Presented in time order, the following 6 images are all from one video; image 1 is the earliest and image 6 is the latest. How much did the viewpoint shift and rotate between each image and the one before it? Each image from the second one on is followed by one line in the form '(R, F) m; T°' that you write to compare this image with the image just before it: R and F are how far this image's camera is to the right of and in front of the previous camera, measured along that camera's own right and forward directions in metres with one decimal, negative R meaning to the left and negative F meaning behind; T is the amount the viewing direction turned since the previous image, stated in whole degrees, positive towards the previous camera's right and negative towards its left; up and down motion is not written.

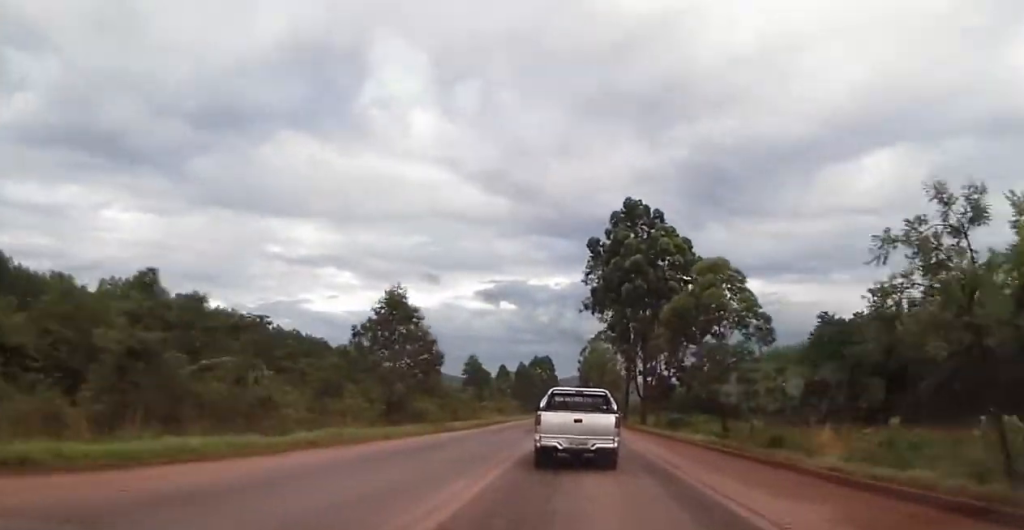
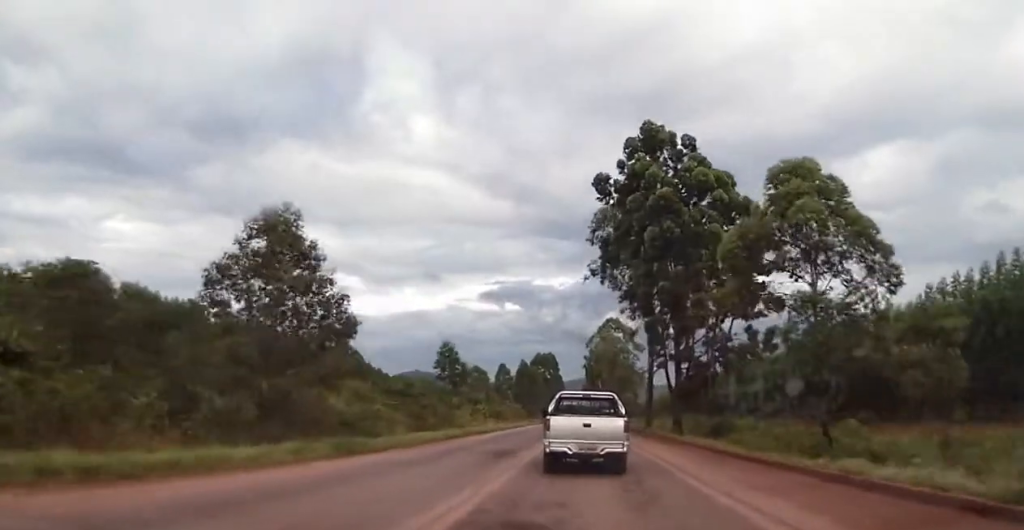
(+0.2, +16.8) m; +2°
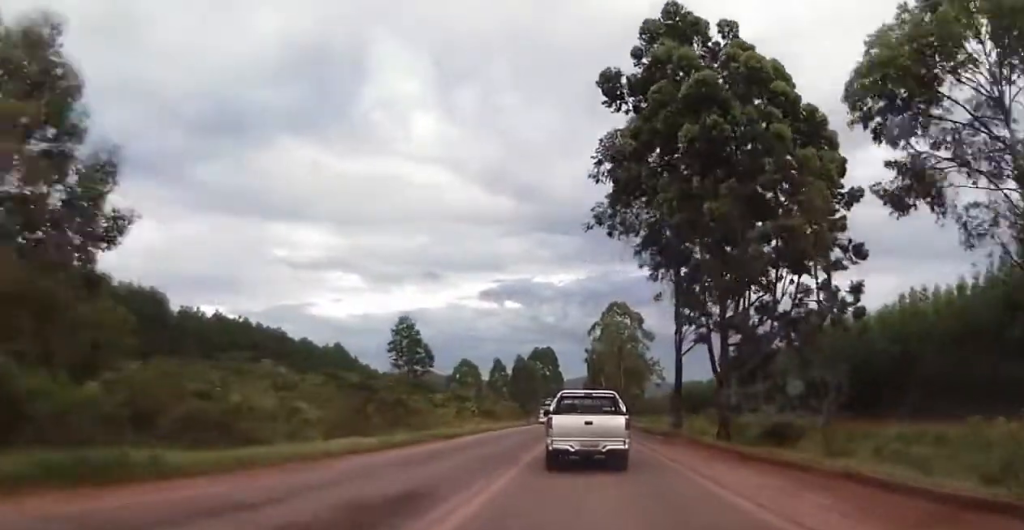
(+0.3, +14.0) m; 0°
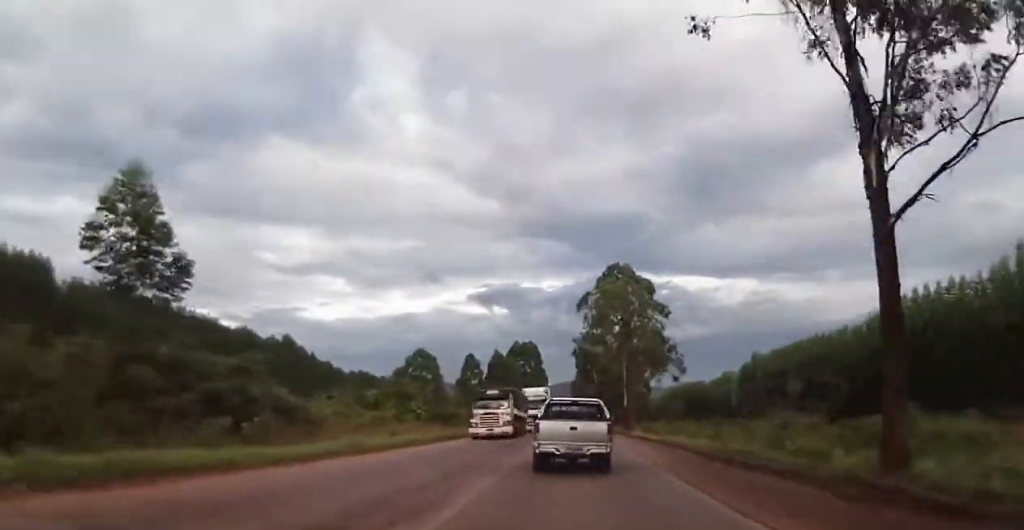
(-1.0, +27.6) m; -2°
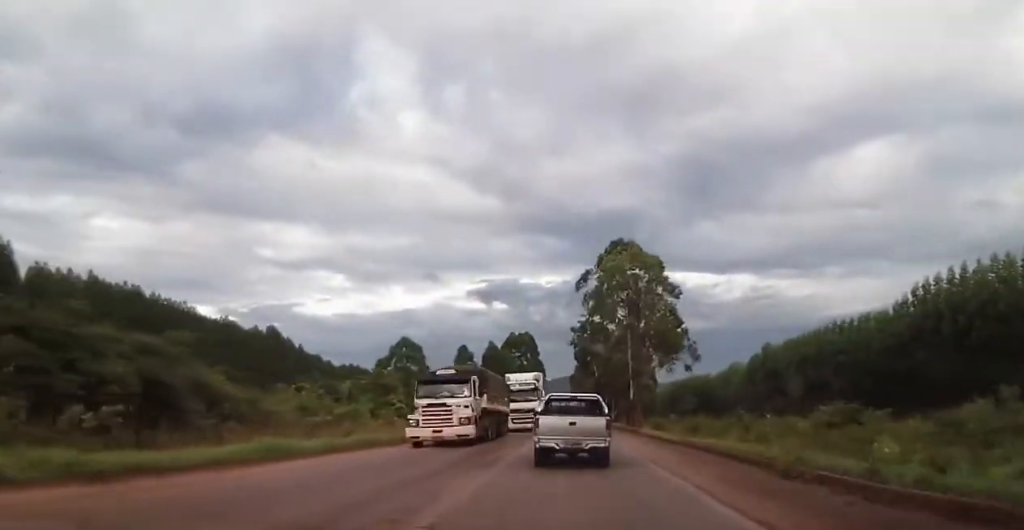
(+0.1, +8.3) m; +1°
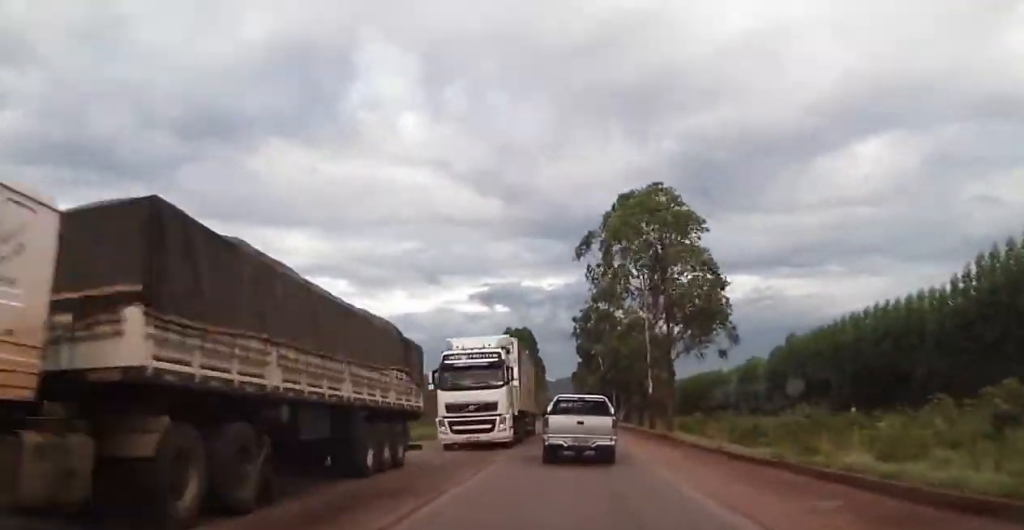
(+0.3, +13.4) m; +1°
